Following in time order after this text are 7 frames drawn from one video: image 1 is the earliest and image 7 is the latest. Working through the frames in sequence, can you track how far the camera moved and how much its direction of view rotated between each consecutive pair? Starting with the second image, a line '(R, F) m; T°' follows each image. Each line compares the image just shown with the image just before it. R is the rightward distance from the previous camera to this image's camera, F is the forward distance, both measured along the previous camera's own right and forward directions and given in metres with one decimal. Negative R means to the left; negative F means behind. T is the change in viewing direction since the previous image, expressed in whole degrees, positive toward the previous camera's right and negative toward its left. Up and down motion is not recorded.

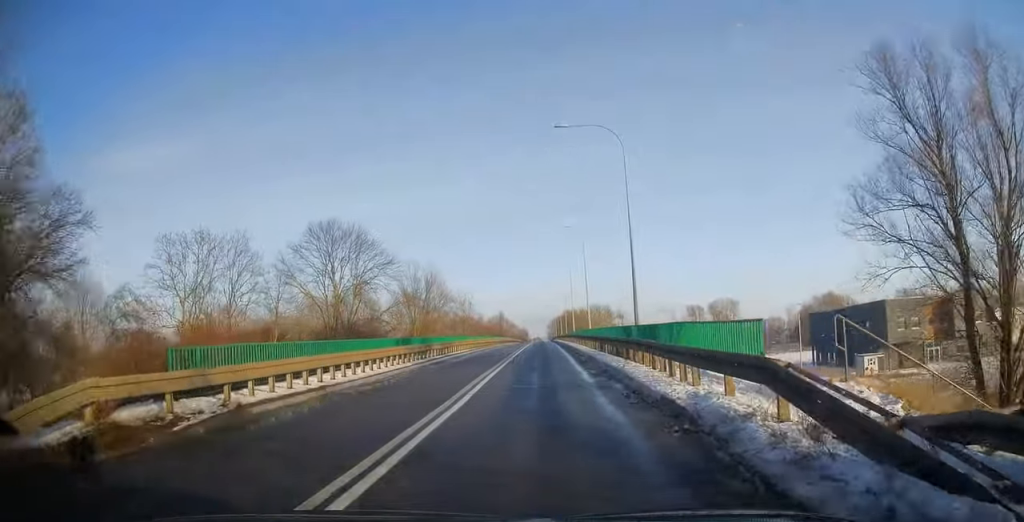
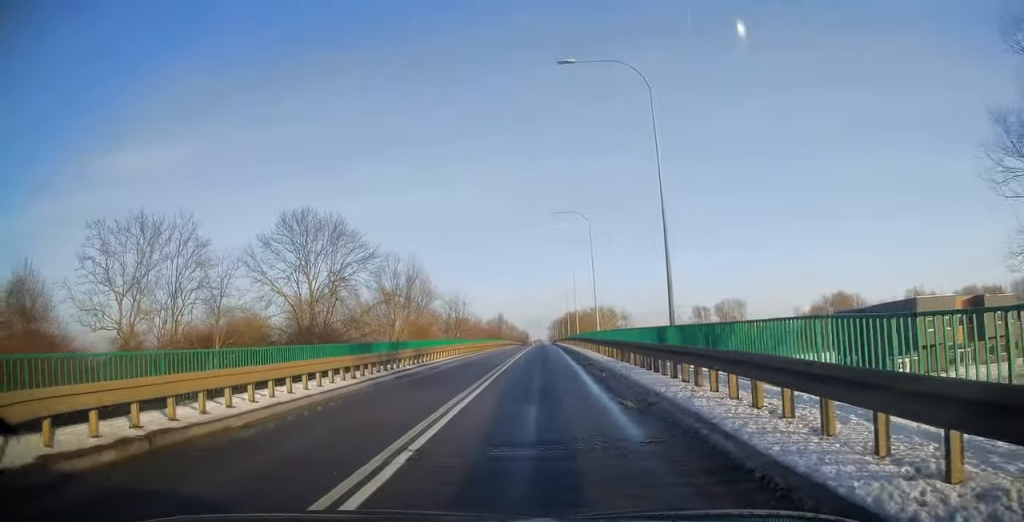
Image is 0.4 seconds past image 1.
(0.0, +7.1) m; 0°
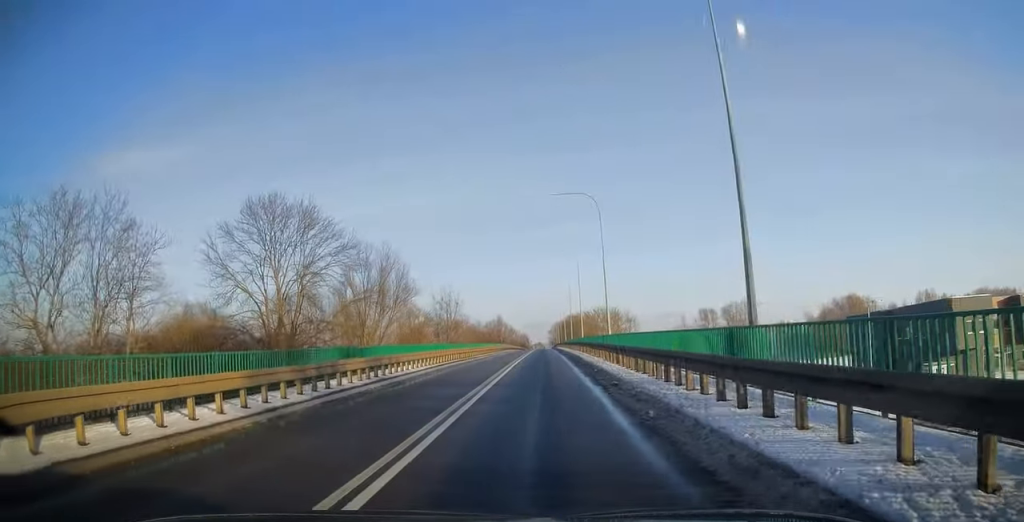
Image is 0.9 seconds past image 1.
(0.0, +7.3) m; +1°
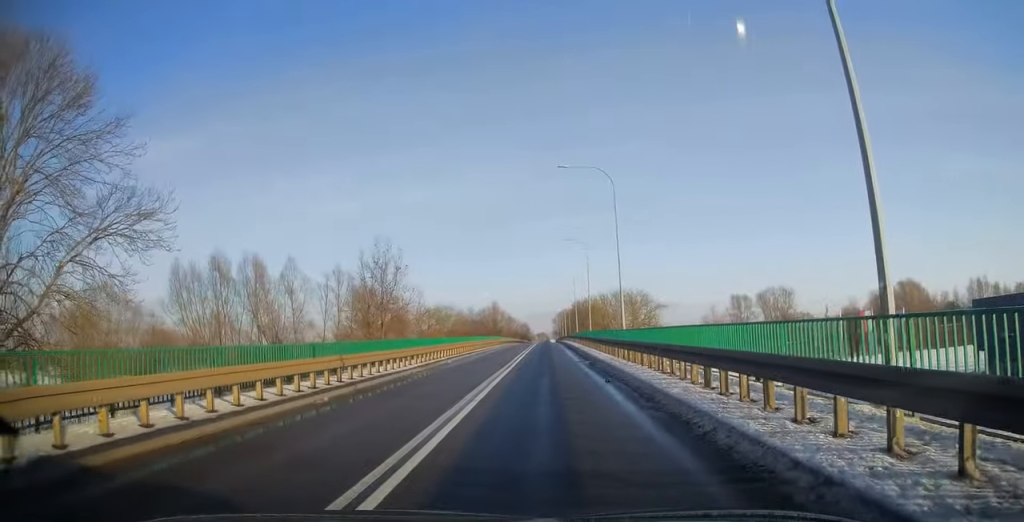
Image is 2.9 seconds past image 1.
(+0.3, +30.5) m; 0°
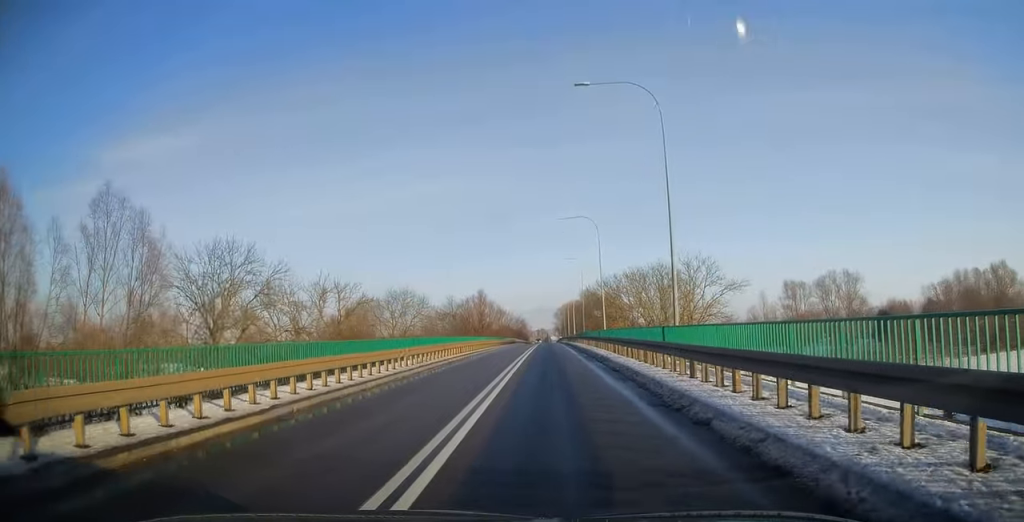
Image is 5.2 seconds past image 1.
(-0.4, +38.1) m; -1°
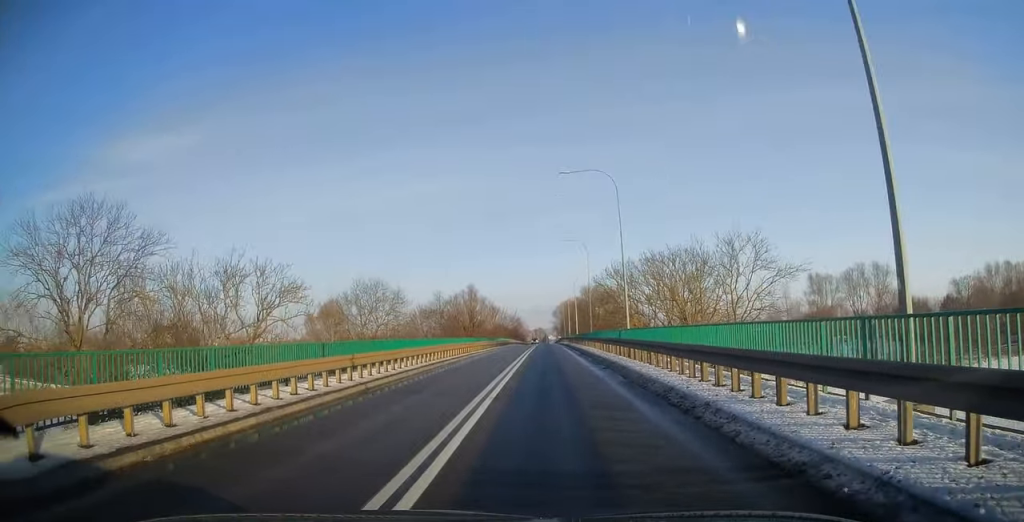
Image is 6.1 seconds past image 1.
(0.0, +13.9) m; 0°
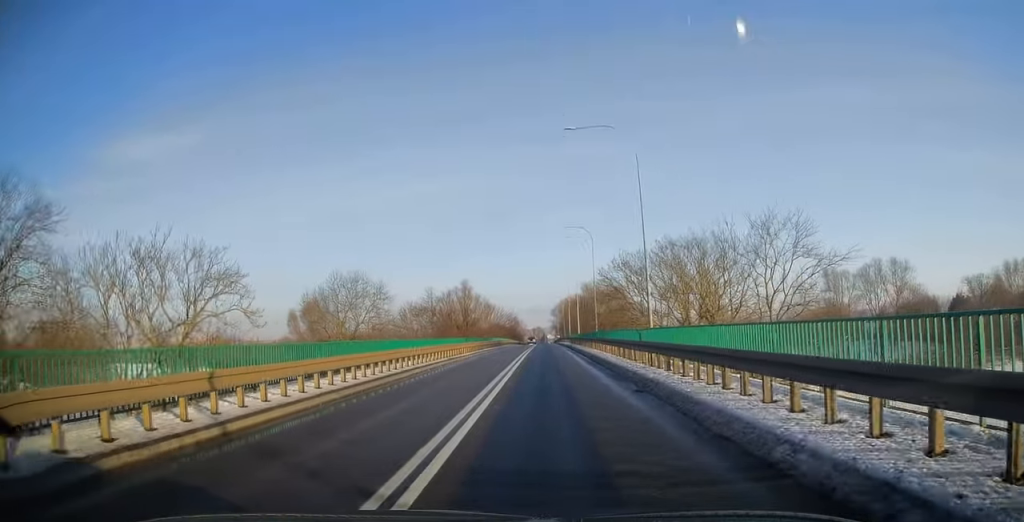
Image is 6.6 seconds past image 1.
(0.0, +7.5) m; +1°
